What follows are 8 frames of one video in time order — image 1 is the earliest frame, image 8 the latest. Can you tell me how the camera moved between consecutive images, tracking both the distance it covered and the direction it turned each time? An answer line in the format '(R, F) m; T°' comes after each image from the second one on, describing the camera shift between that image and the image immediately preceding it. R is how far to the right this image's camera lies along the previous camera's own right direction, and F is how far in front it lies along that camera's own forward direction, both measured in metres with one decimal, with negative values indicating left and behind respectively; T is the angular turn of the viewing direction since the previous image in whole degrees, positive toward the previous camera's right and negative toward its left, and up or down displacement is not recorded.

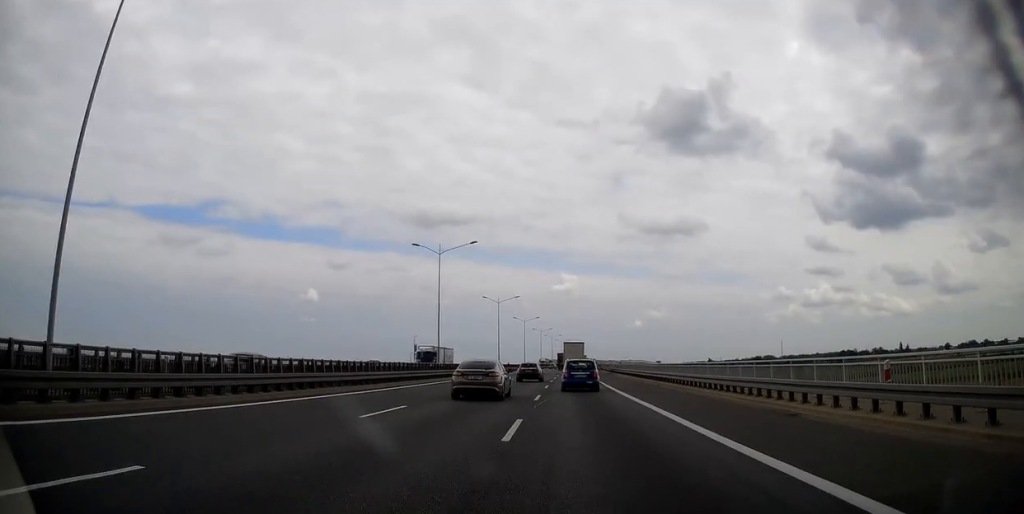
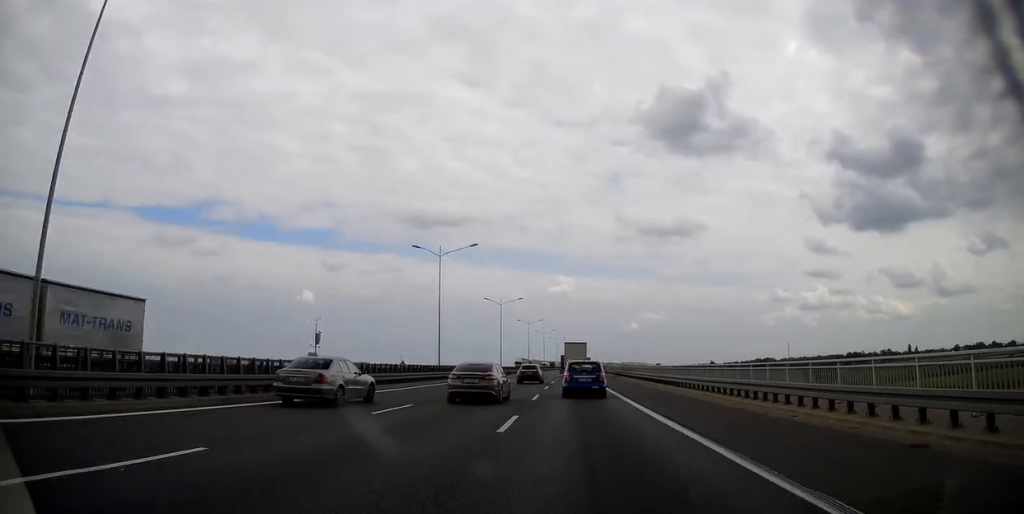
(-0.2, +46.5) m; 0°
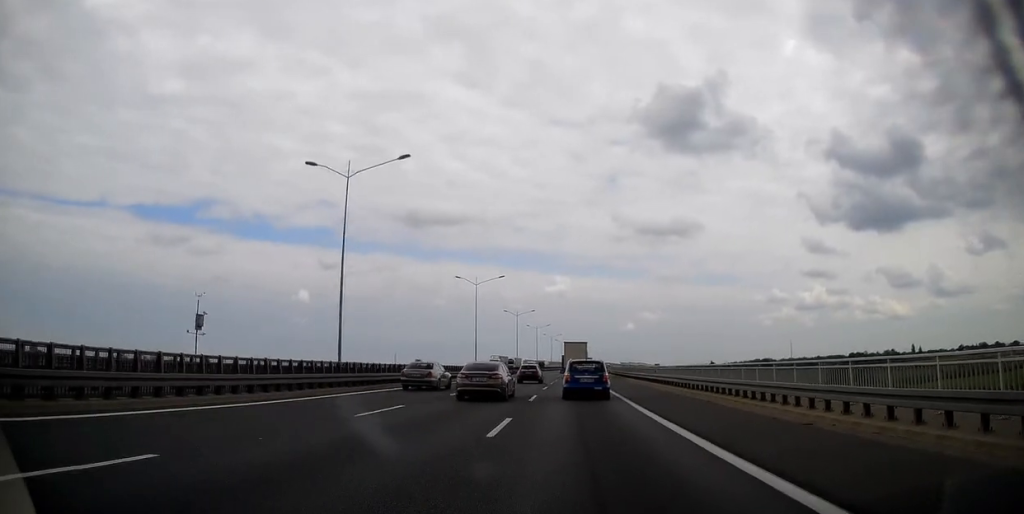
(+0.3, +25.5) m; +1°
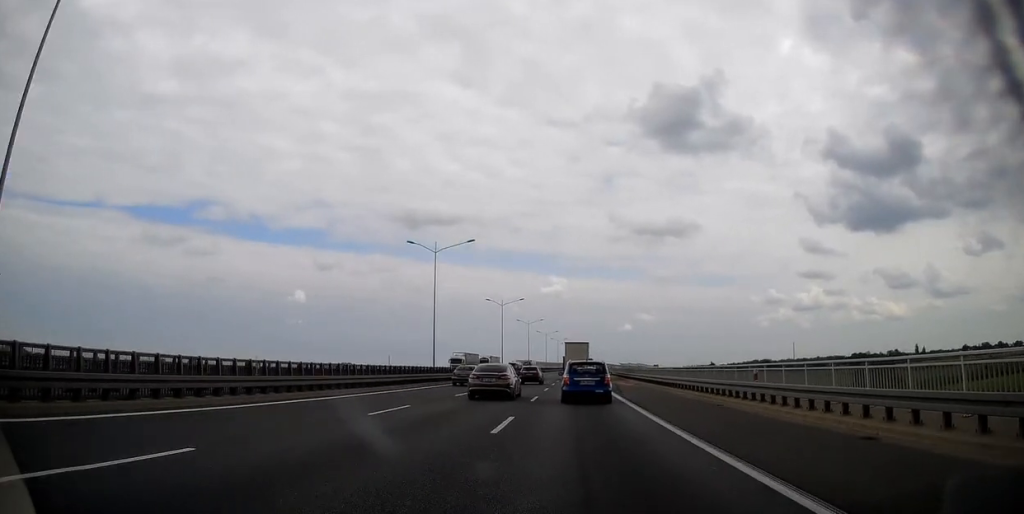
(0.0, +23.2) m; +1°
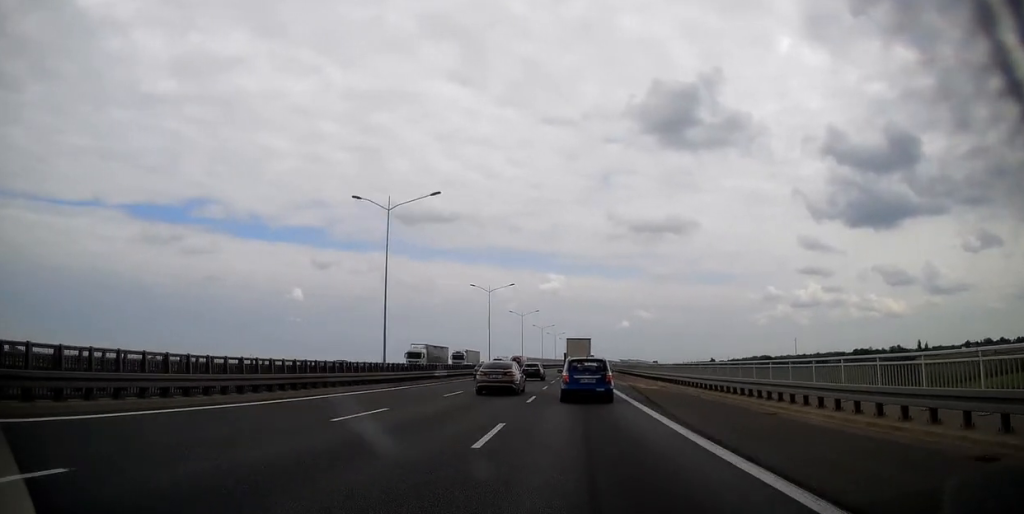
(+0.1, +14.6) m; 0°
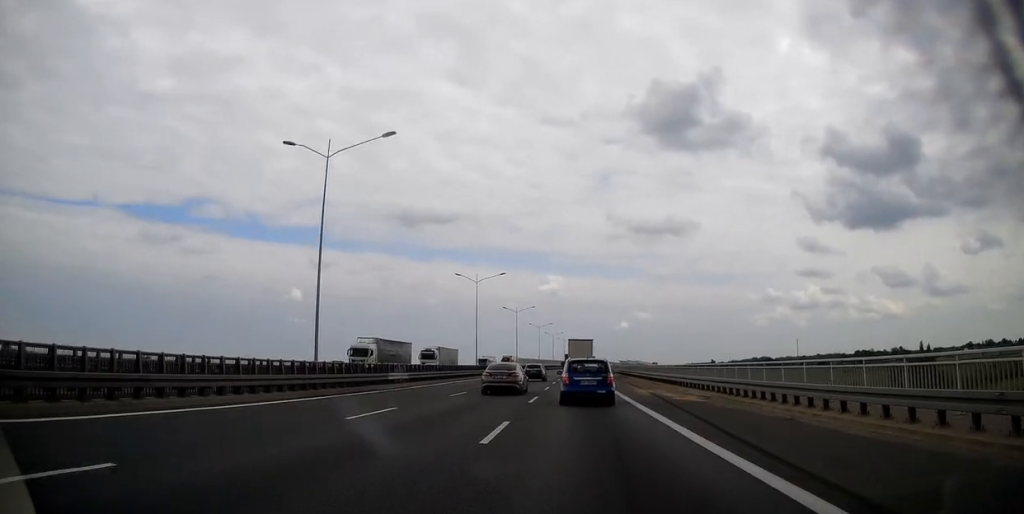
(+0.2, +11.3) m; 0°
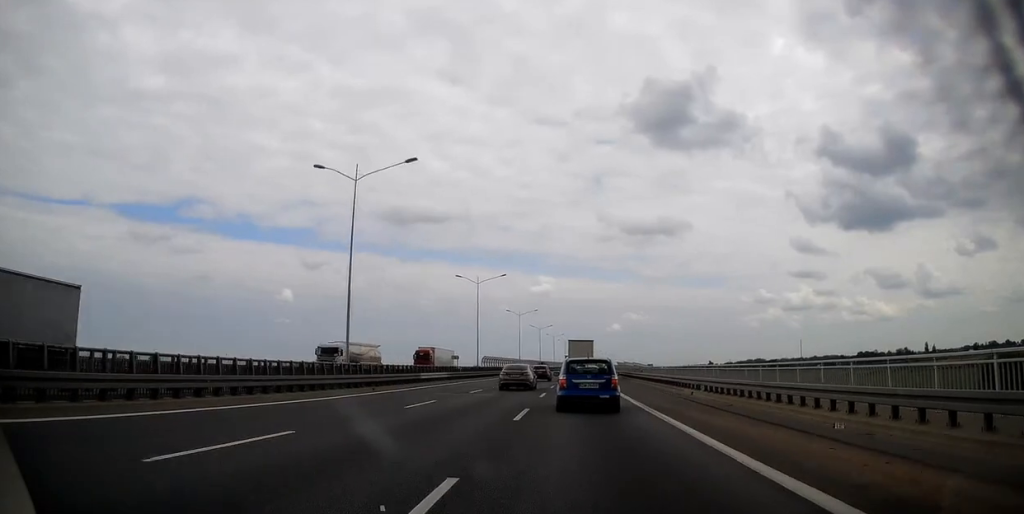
(-0.2, +43.1) m; 0°
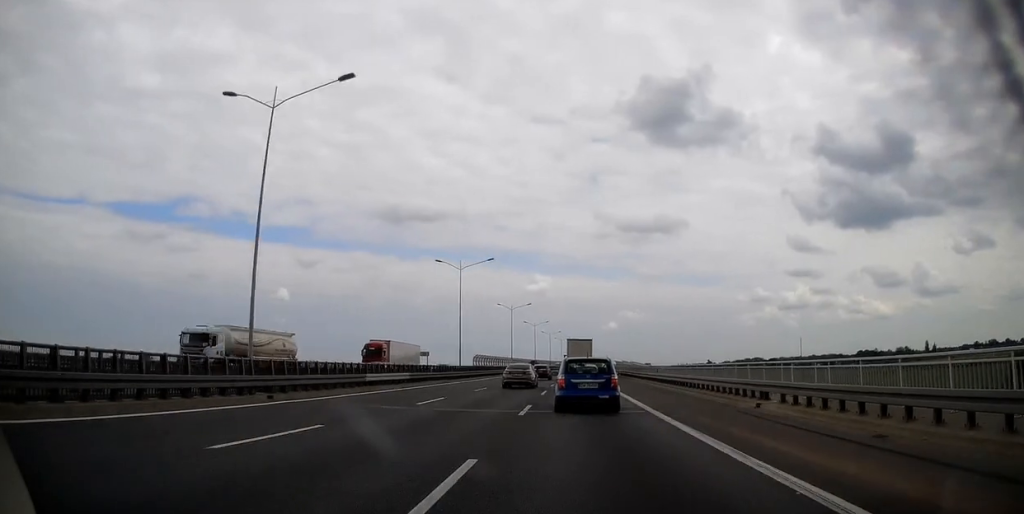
(+0.1, +10.7) m; 0°
